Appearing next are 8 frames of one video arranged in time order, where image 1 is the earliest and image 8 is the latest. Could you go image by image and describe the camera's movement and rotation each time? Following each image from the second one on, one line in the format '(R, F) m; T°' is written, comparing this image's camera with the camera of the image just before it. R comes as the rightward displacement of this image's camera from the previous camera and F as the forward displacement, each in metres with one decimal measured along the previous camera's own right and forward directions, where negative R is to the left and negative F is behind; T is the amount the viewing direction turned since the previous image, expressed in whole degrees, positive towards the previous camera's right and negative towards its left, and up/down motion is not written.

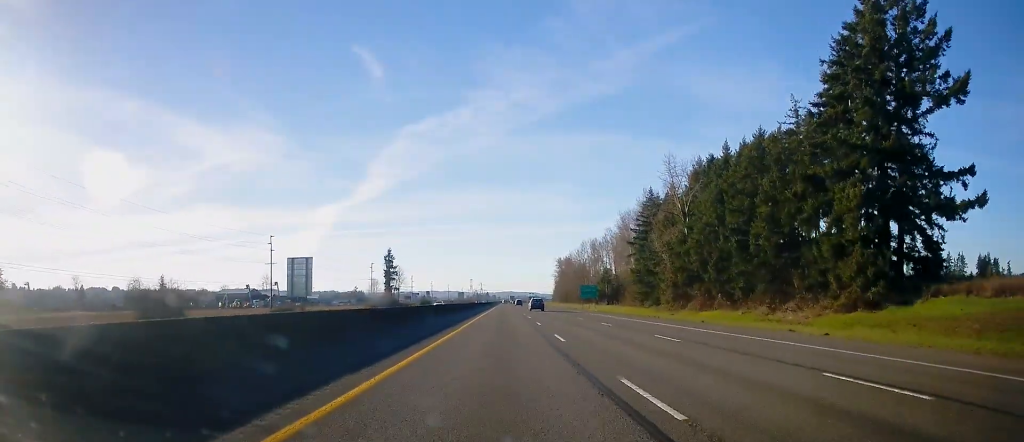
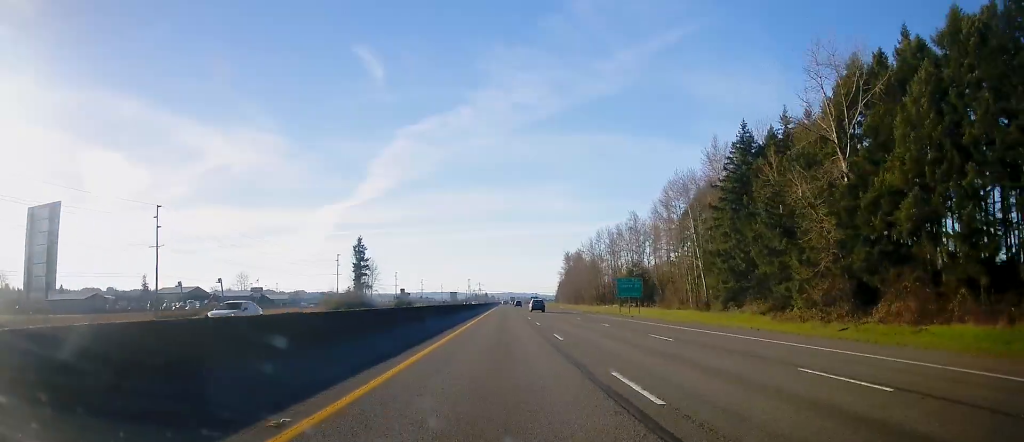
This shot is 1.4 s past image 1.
(+0.3, +47.7) m; 0°
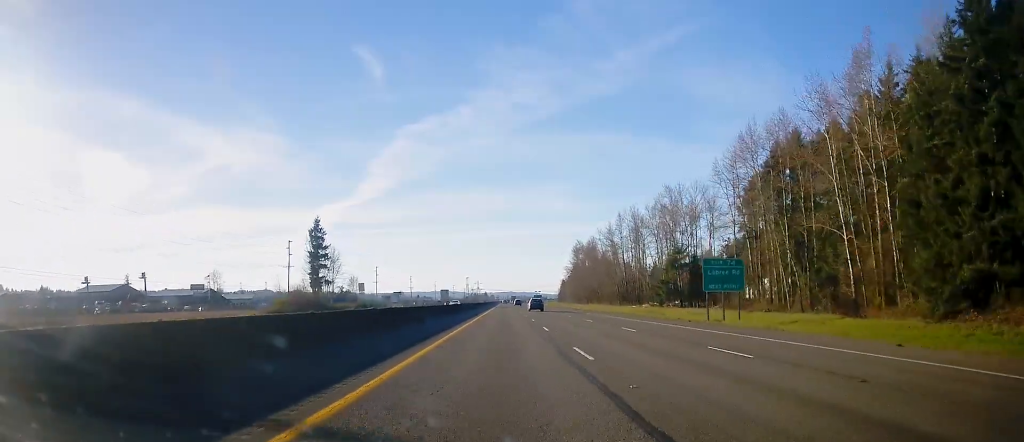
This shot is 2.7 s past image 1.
(-0.3, +43.3) m; 0°
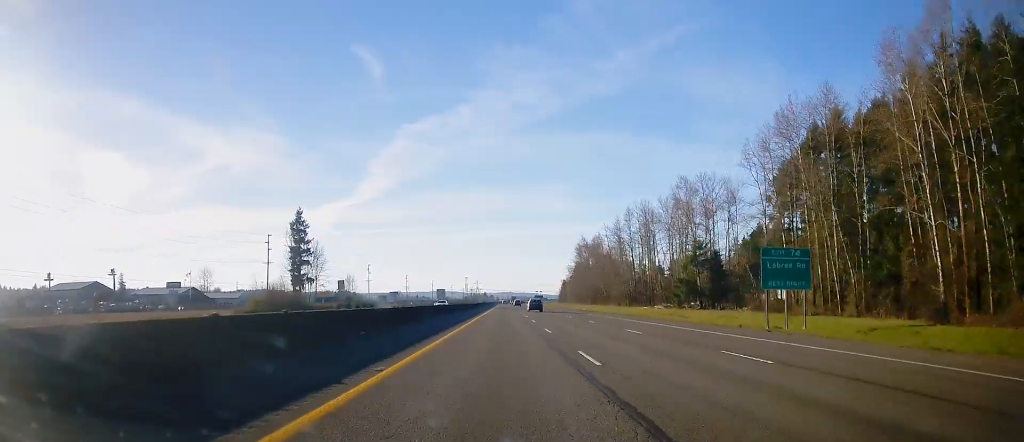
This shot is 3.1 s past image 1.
(0.0, +13.4) m; 0°
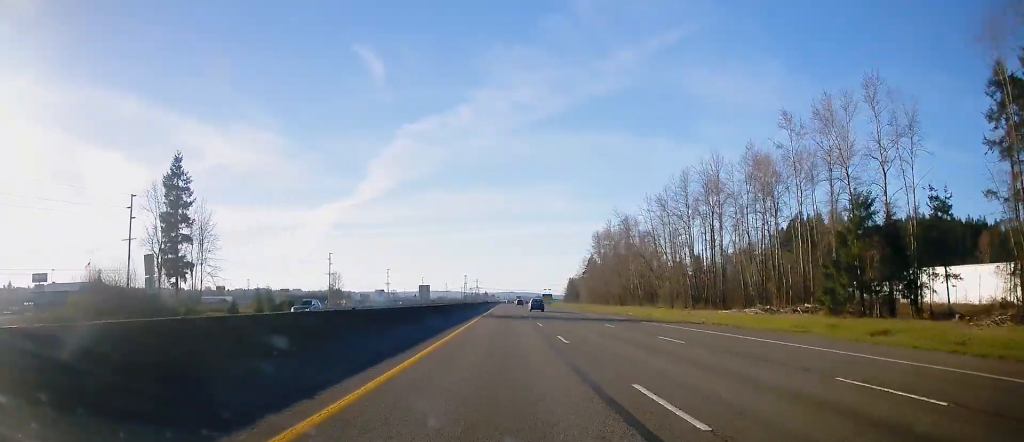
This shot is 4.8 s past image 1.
(+0.3, +54.6) m; +1°
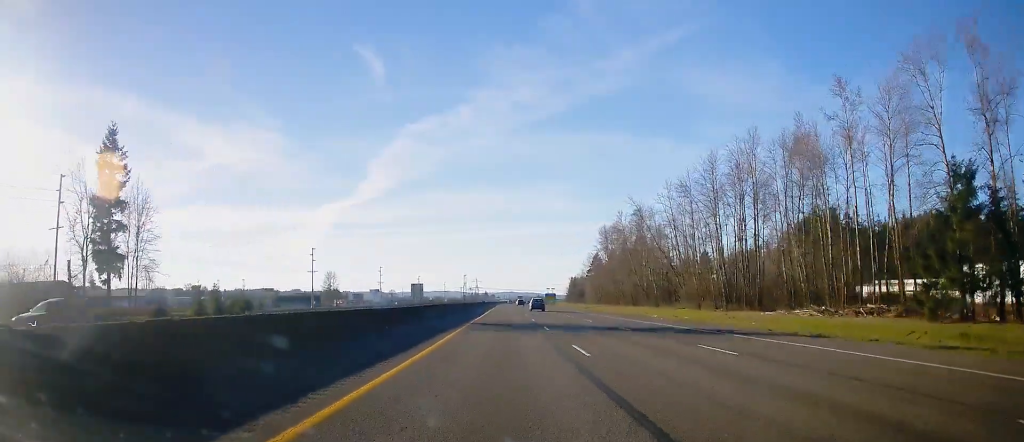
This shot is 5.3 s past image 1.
(+0.2, +16.8) m; 0°
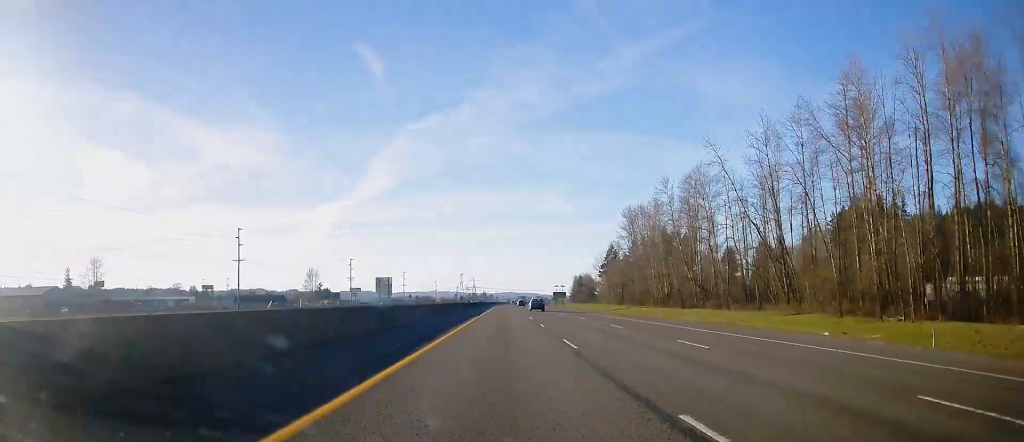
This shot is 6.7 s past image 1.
(-0.4, +46.8) m; -1°
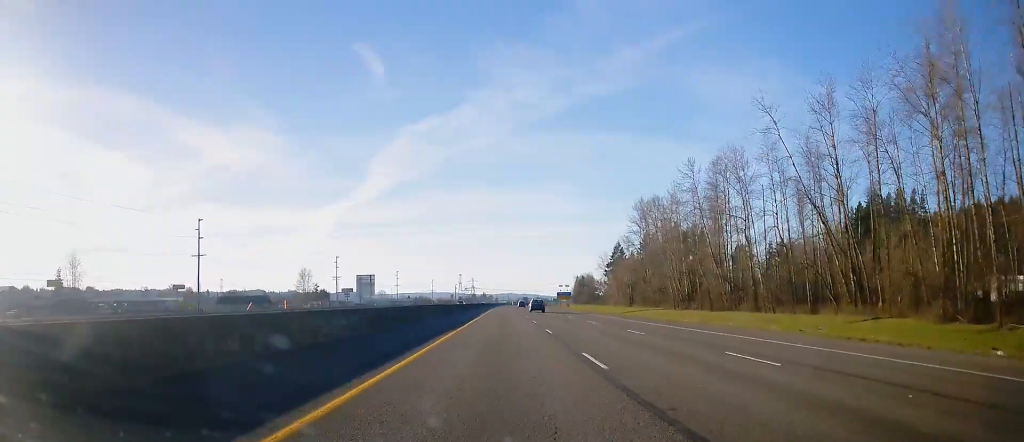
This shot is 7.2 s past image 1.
(0.0, +16.7) m; 0°
